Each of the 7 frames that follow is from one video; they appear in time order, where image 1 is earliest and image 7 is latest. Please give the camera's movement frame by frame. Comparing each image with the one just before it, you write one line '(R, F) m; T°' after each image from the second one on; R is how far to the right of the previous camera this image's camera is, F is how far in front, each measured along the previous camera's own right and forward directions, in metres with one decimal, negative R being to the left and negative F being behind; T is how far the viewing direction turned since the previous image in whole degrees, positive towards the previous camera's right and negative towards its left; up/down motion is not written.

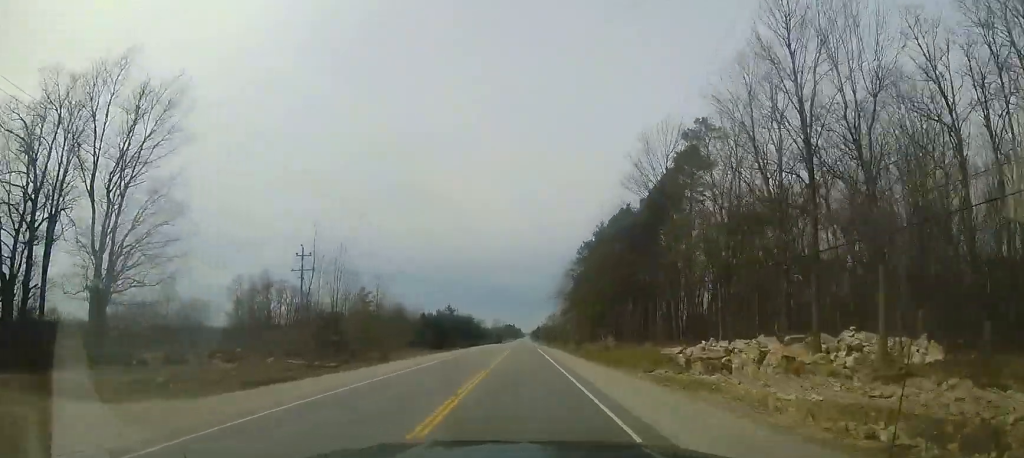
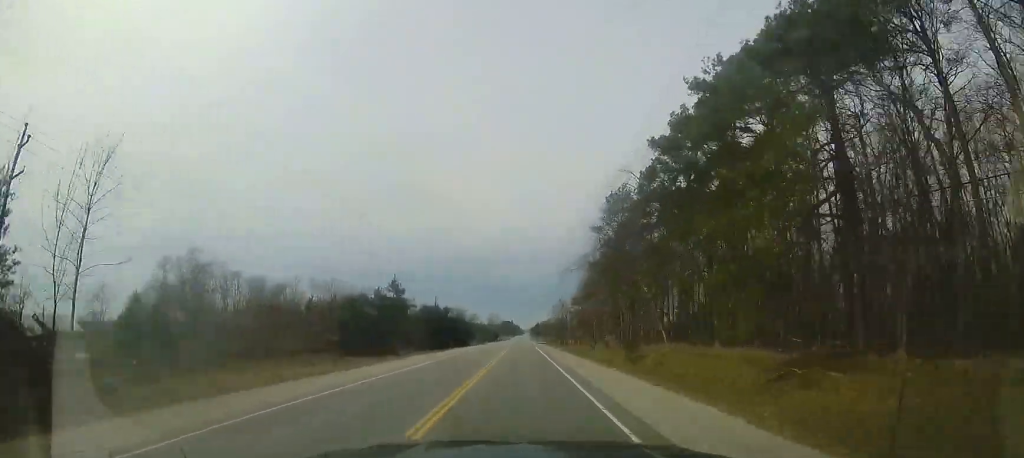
(-0.2, +29.6) m; 0°
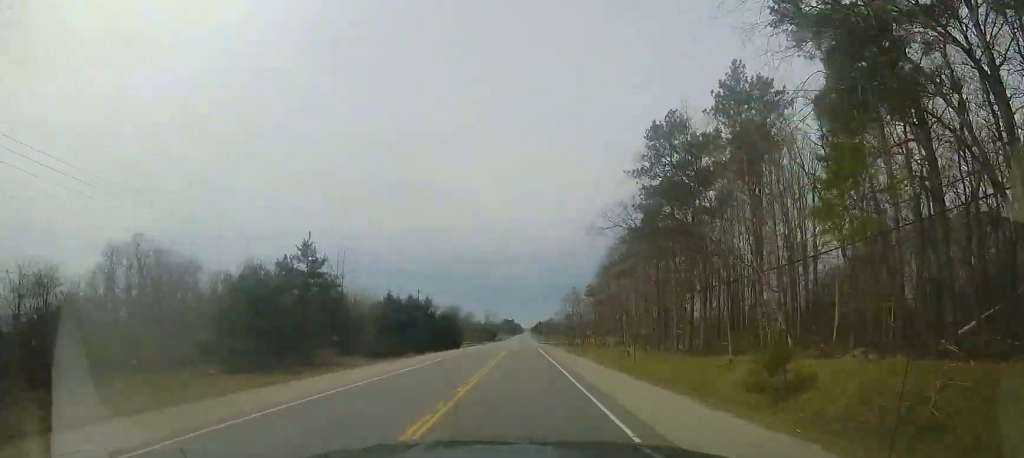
(0.0, +17.7) m; +1°
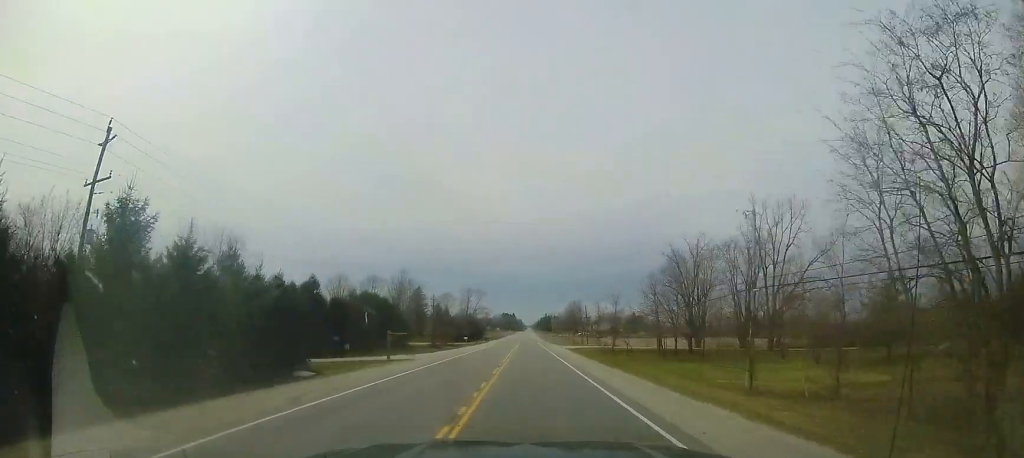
(-0.3, +69.4) m; 0°
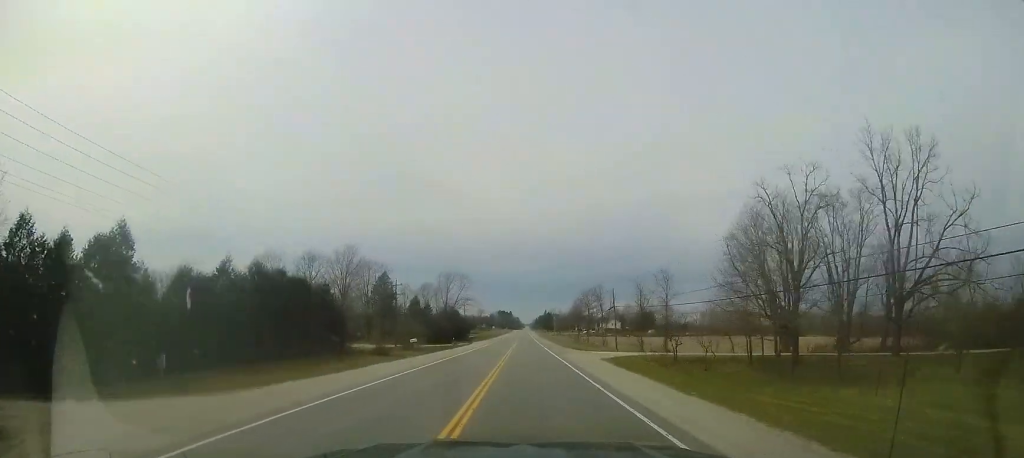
(+0.3, +26.1) m; +1°
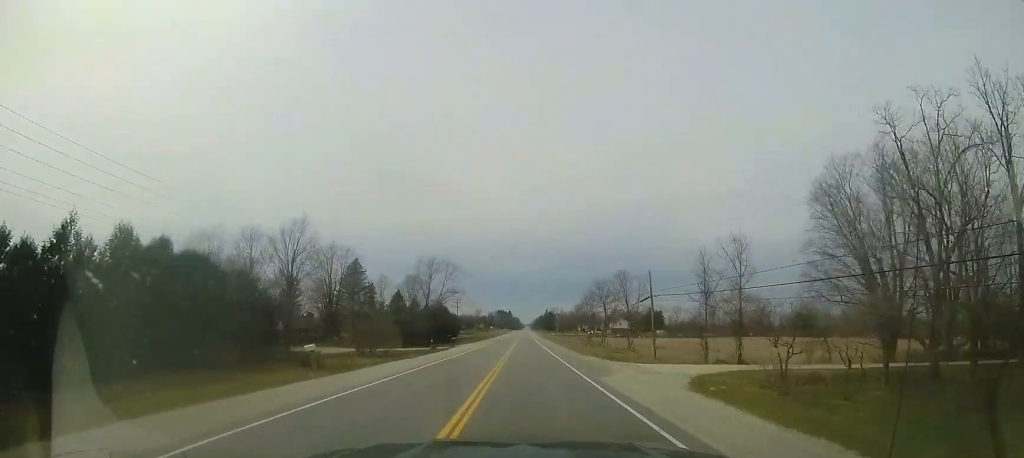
(0.0, +15.5) m; 0°
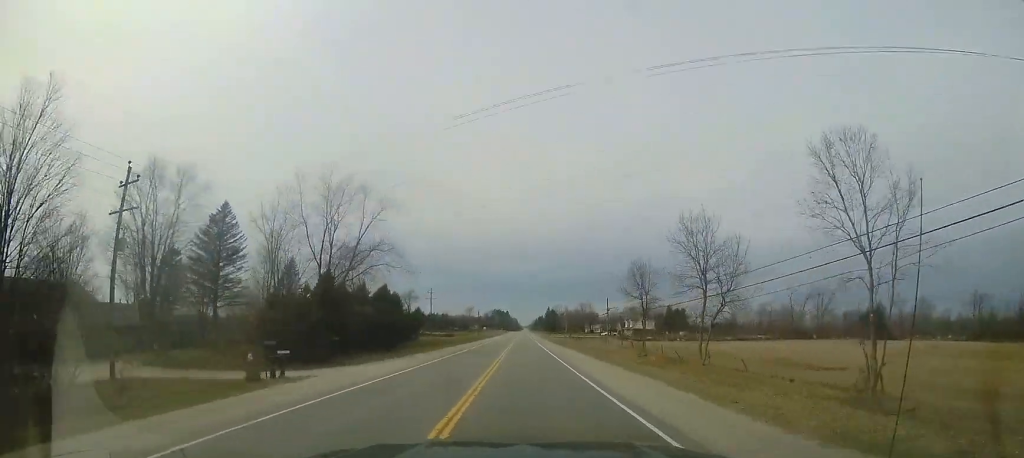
(0.0, +35.1) m; 0°
